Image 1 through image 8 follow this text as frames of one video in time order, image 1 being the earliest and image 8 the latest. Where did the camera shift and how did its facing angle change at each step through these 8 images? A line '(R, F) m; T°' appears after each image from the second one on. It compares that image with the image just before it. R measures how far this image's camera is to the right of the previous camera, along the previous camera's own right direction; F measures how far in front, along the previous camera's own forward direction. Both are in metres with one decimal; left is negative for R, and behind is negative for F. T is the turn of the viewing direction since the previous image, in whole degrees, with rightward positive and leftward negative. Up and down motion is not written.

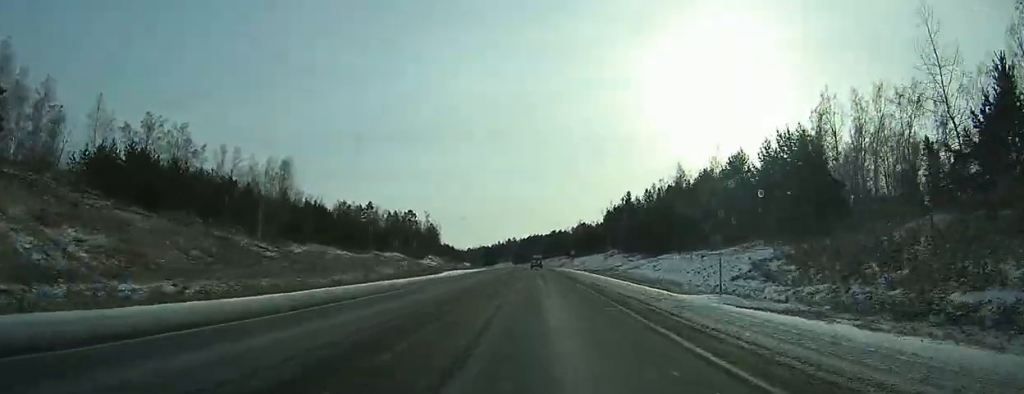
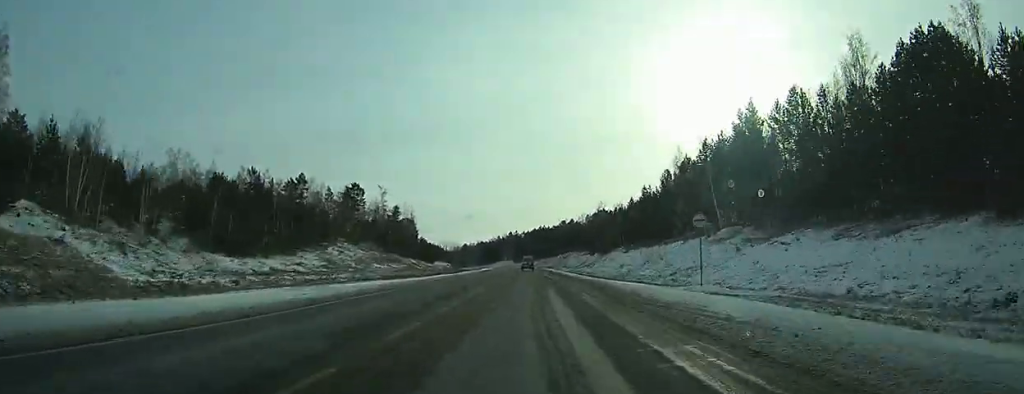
(-1.0, +76.9) m; -2°
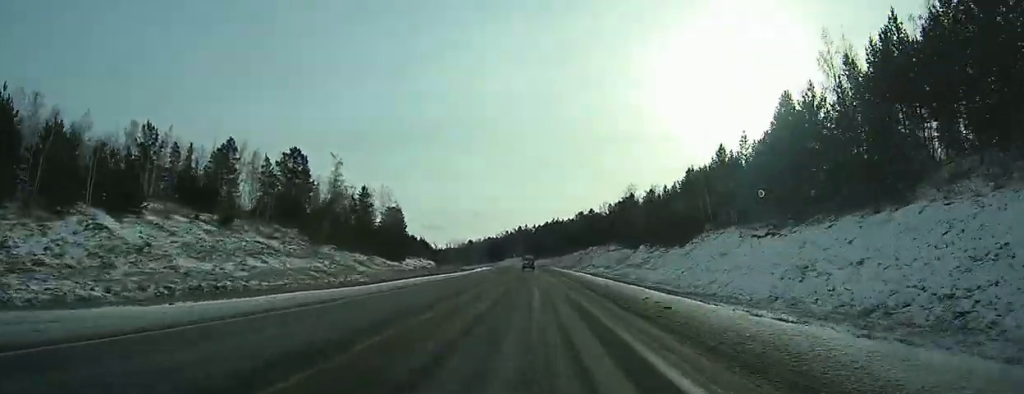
(-0.4, +47.7) m; -1°
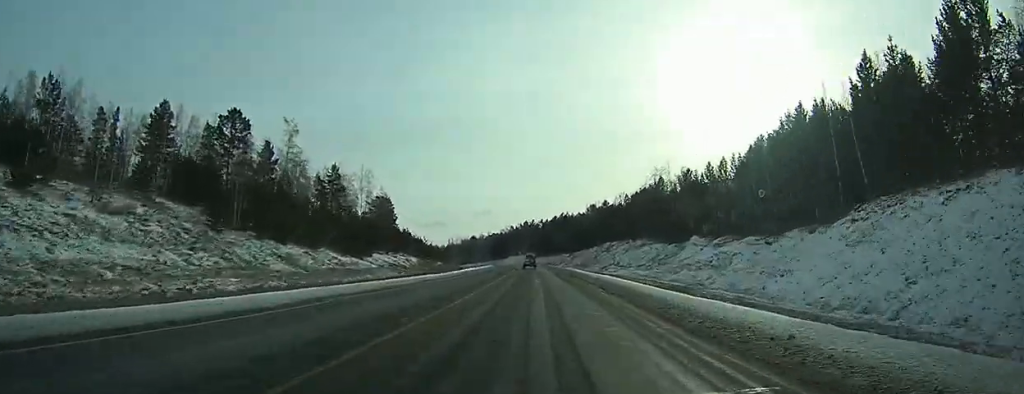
(-0.1, +29.0) m; 0°
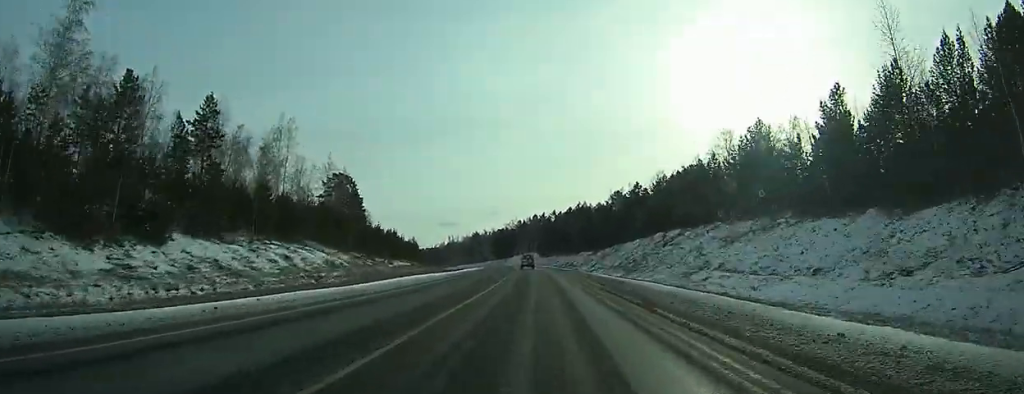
(-0.4, +55.6) m; -1°
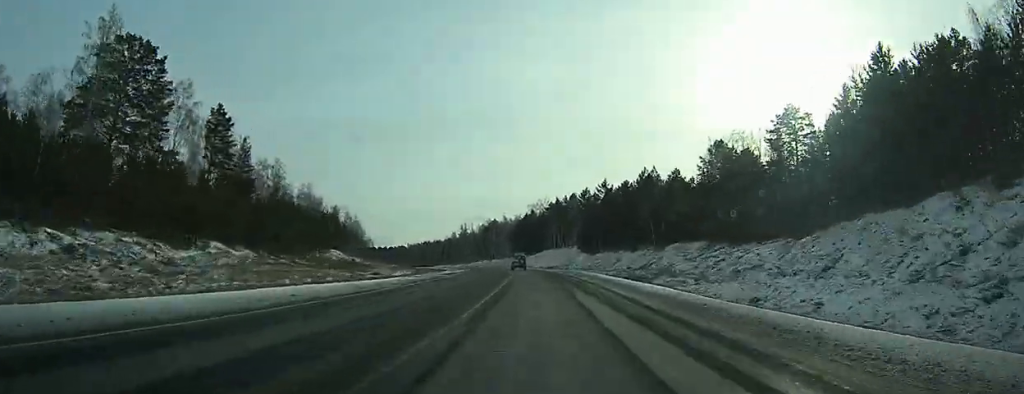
(-2.2, +94.4) m; -4°
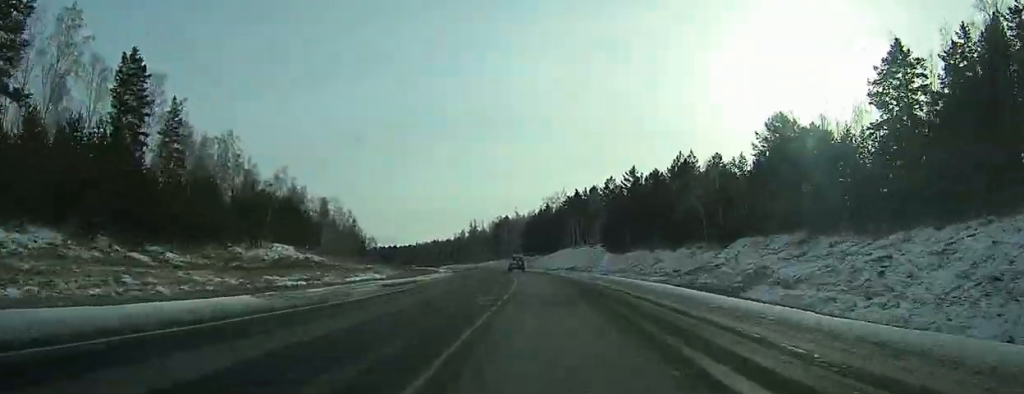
(-0.1, +24.1) m; -1°
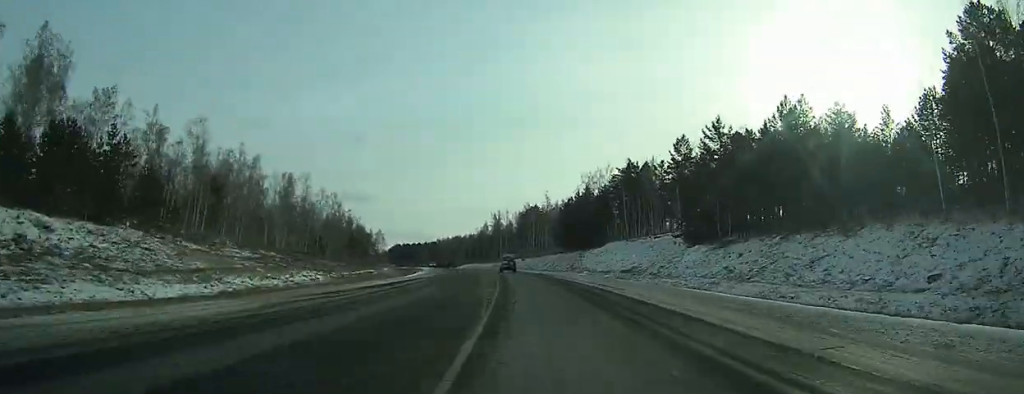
(-1.1, +44.5) m; -3°
